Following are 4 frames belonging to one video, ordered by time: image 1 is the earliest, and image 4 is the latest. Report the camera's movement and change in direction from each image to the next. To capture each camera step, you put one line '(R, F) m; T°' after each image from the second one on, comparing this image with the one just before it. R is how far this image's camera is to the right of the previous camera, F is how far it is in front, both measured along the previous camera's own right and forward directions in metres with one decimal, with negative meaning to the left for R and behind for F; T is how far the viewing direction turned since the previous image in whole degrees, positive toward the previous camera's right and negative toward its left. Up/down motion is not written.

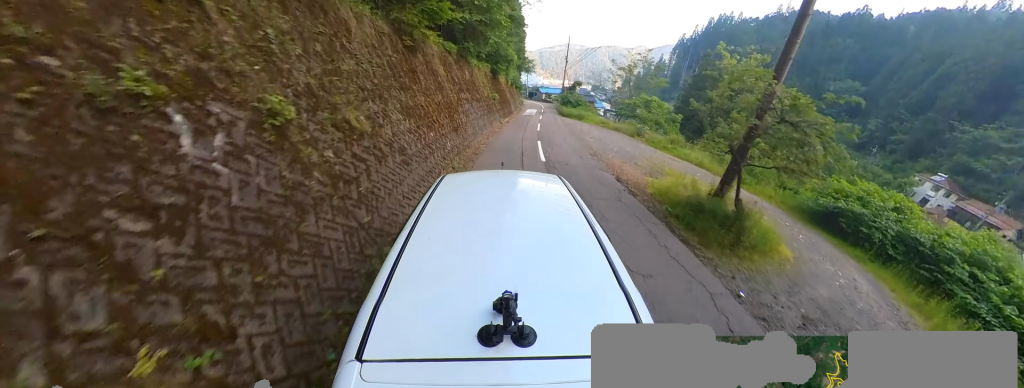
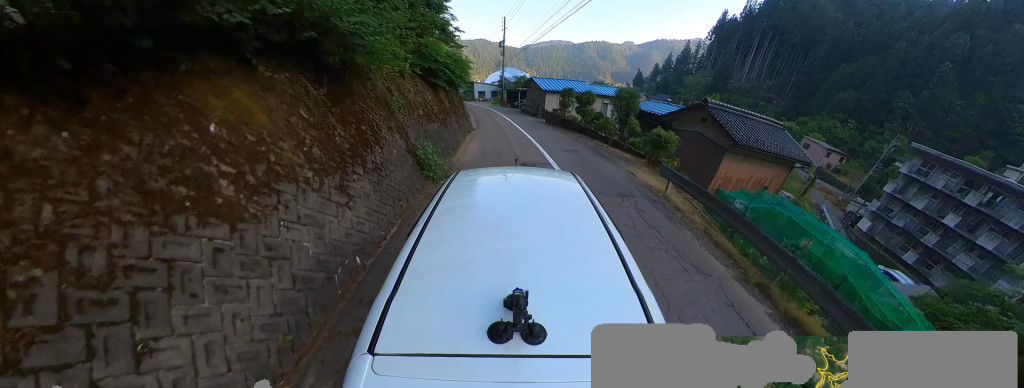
(+2.2, +58.8) m; +3°
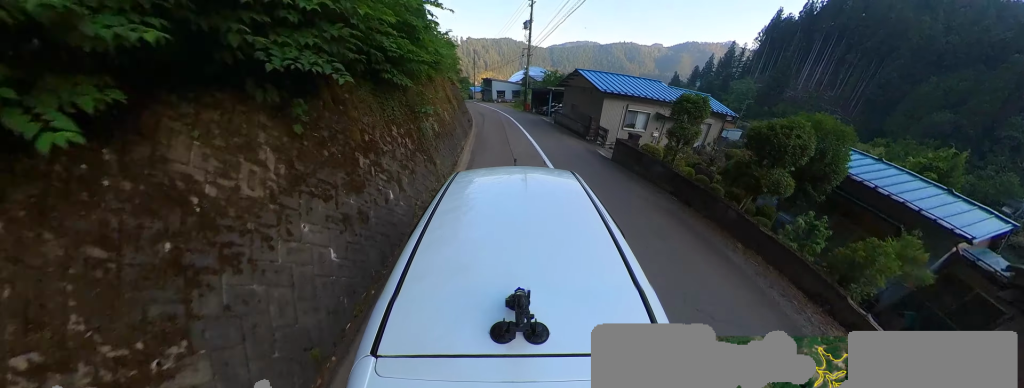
(-1.3, +12.6) m; -8°
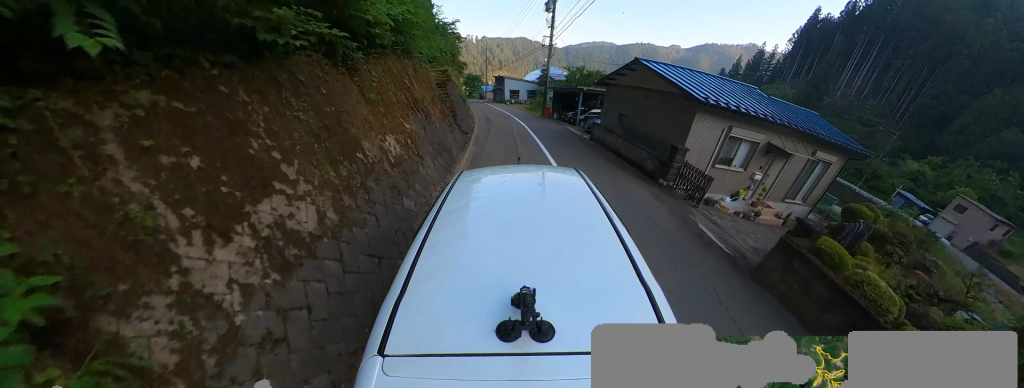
(-0.4, +7.2) m; -1°
